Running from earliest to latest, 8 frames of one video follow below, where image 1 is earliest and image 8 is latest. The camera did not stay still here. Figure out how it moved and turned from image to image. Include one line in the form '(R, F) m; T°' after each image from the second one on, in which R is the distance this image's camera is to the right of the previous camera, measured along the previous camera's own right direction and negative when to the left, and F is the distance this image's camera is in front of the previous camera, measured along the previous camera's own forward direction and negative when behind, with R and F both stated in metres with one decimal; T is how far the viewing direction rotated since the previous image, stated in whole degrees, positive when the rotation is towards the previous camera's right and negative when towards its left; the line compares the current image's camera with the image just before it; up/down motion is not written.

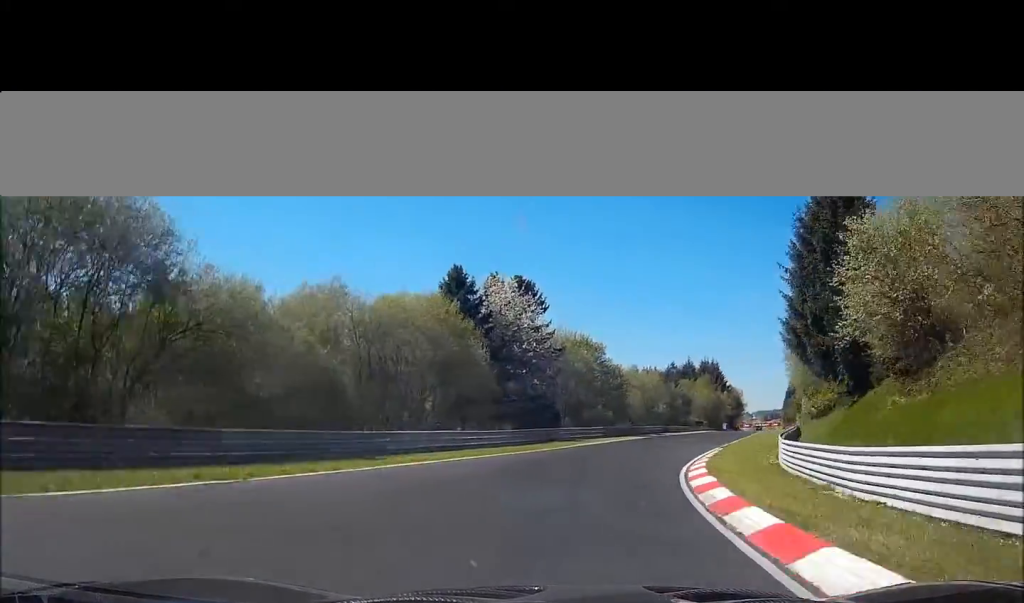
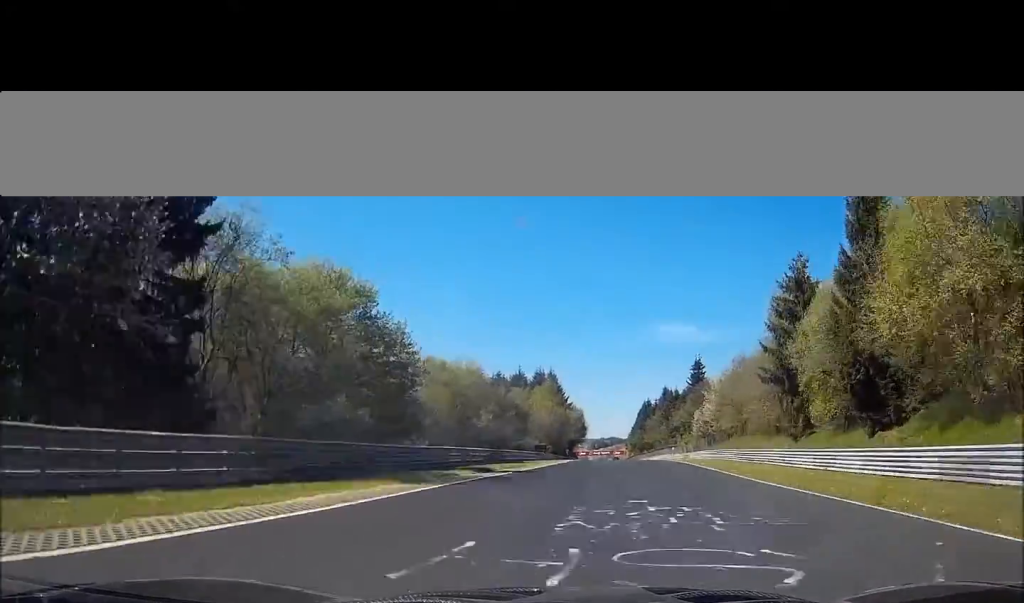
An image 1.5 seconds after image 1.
(+6.6, +51.0) m; +11°
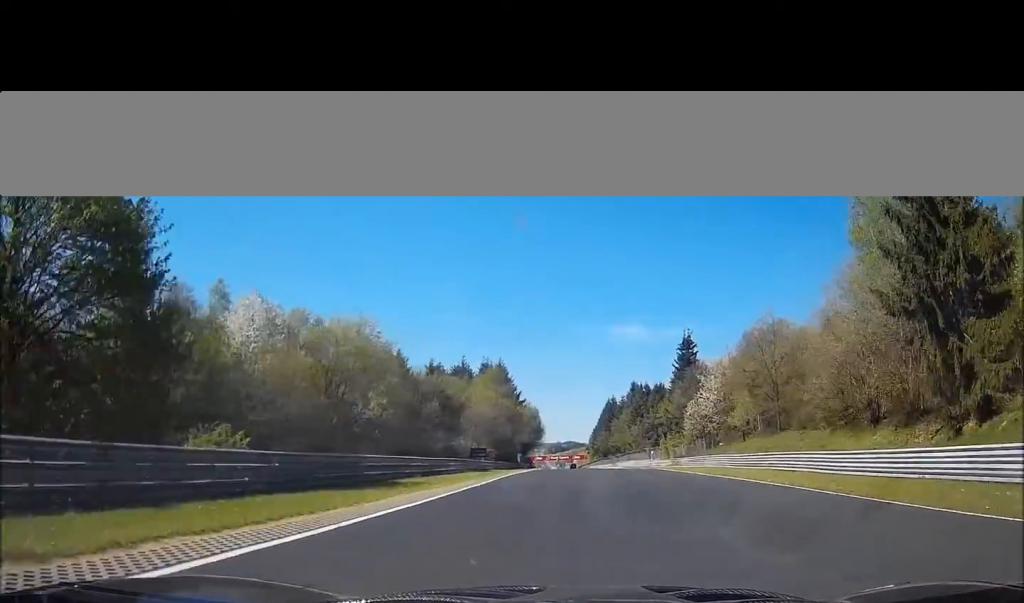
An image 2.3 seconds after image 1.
(+1.1, +30.1) m; +3°
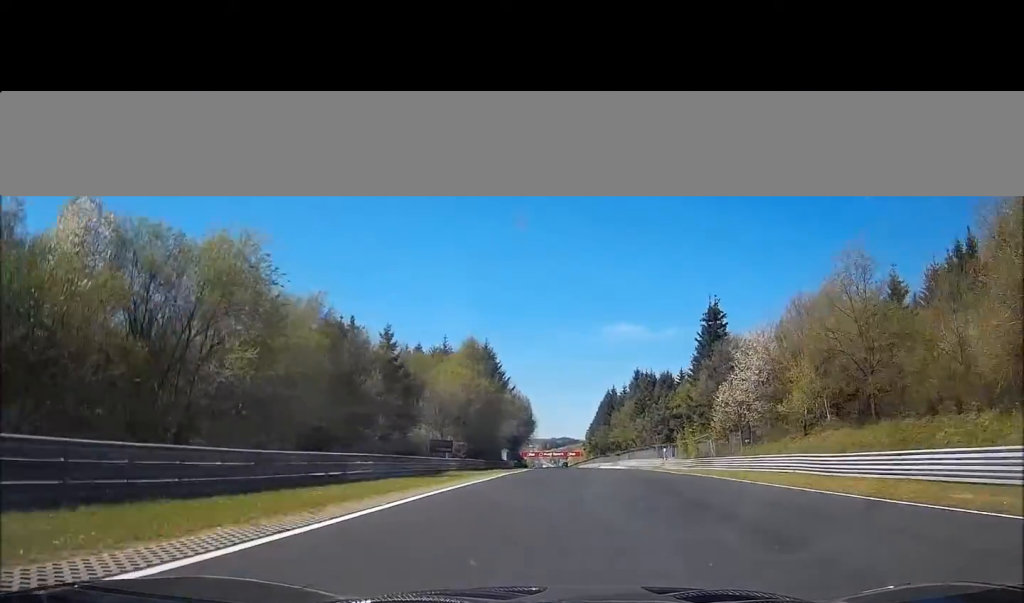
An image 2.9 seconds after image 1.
(+0.3, +20.9) m; +1°
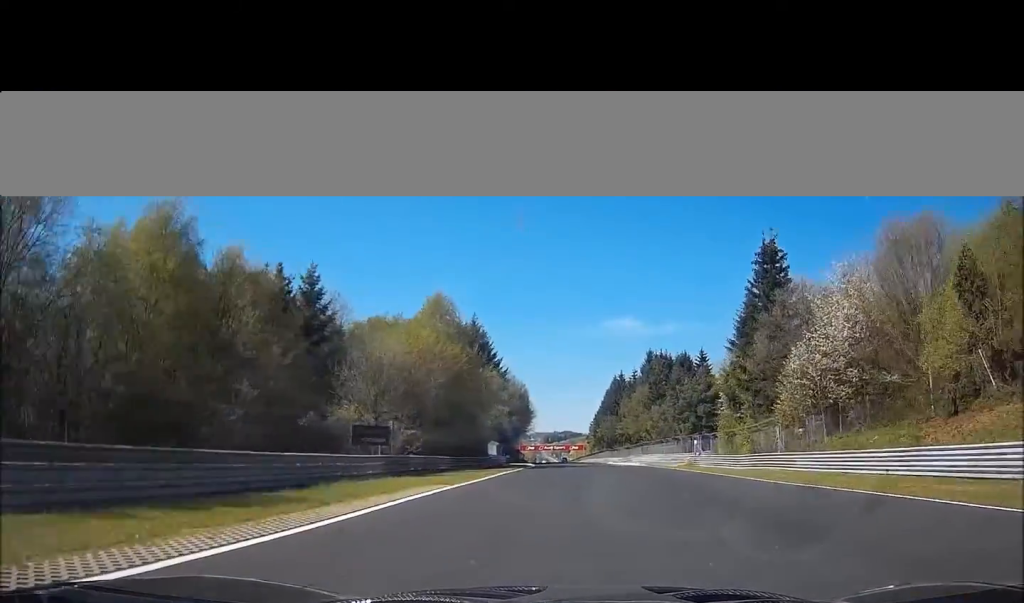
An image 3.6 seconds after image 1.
(0.0, +22.4) m; -1°
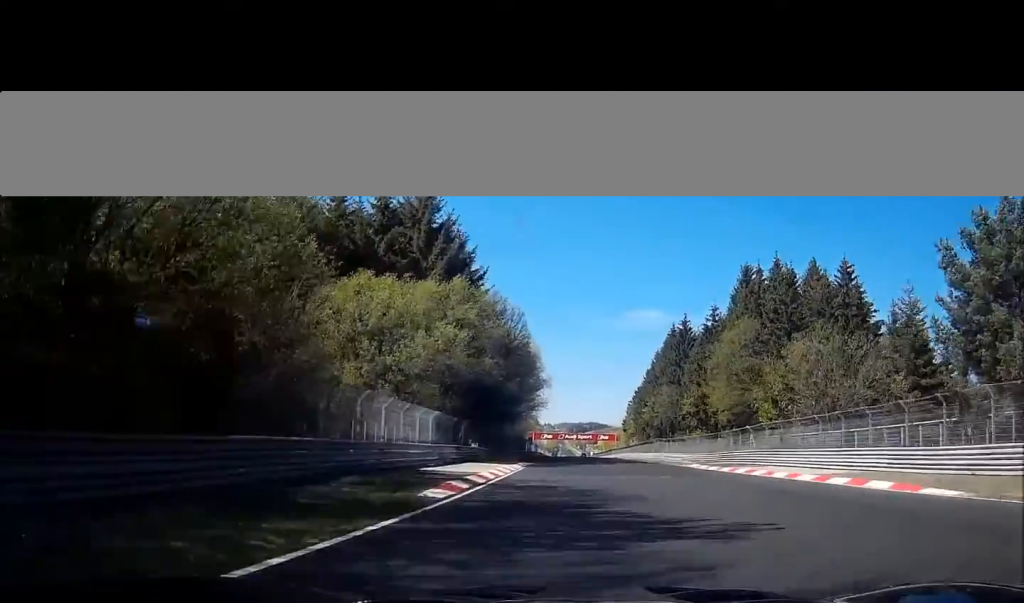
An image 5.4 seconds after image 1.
(-1.4, +65.2) m; -2°
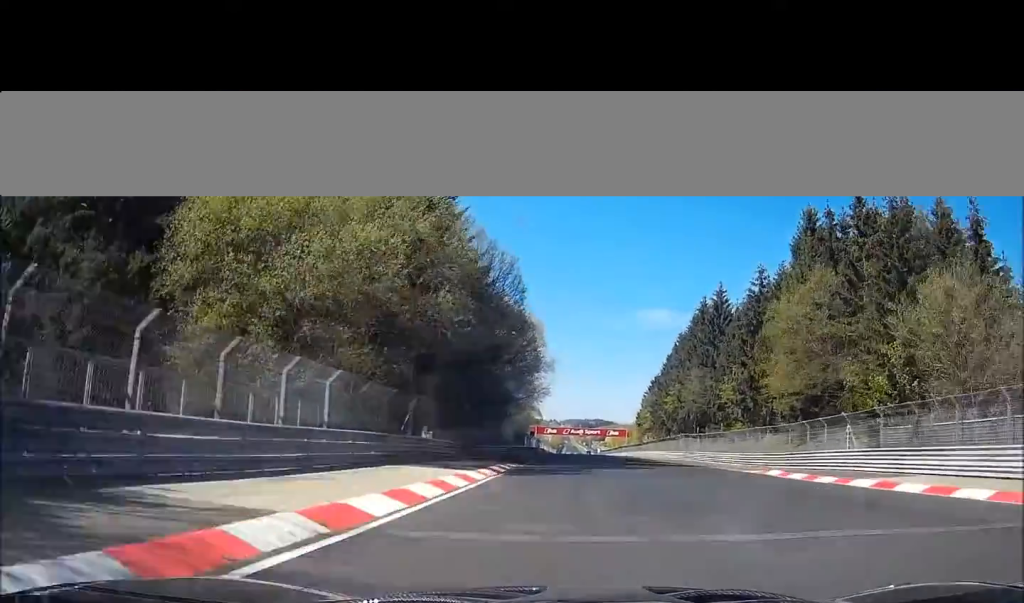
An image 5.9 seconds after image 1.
(-0.1, +20.8) m; 0°
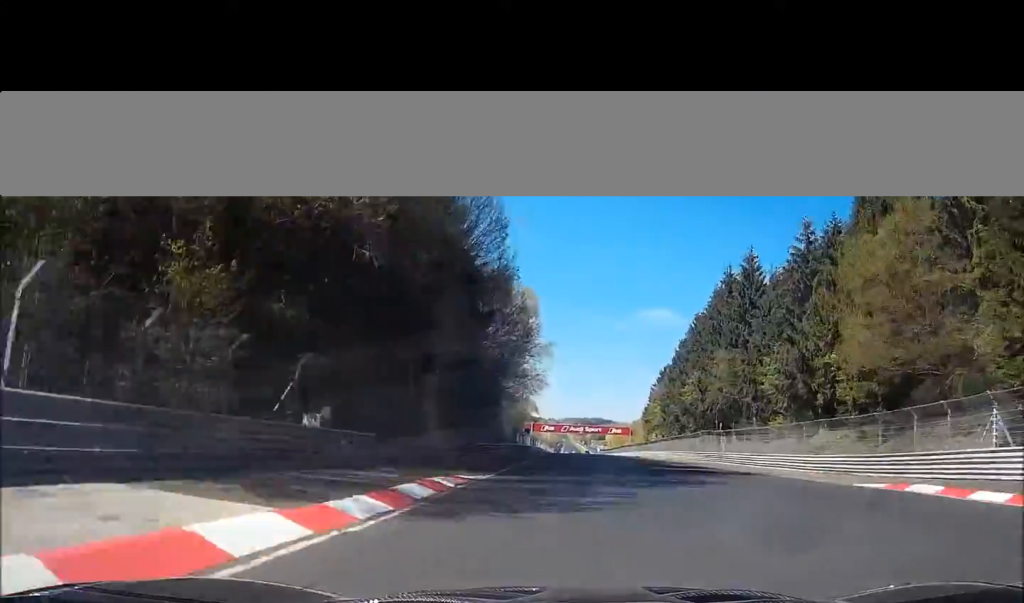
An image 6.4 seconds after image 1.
(0.0, +15.9) m; 0°
